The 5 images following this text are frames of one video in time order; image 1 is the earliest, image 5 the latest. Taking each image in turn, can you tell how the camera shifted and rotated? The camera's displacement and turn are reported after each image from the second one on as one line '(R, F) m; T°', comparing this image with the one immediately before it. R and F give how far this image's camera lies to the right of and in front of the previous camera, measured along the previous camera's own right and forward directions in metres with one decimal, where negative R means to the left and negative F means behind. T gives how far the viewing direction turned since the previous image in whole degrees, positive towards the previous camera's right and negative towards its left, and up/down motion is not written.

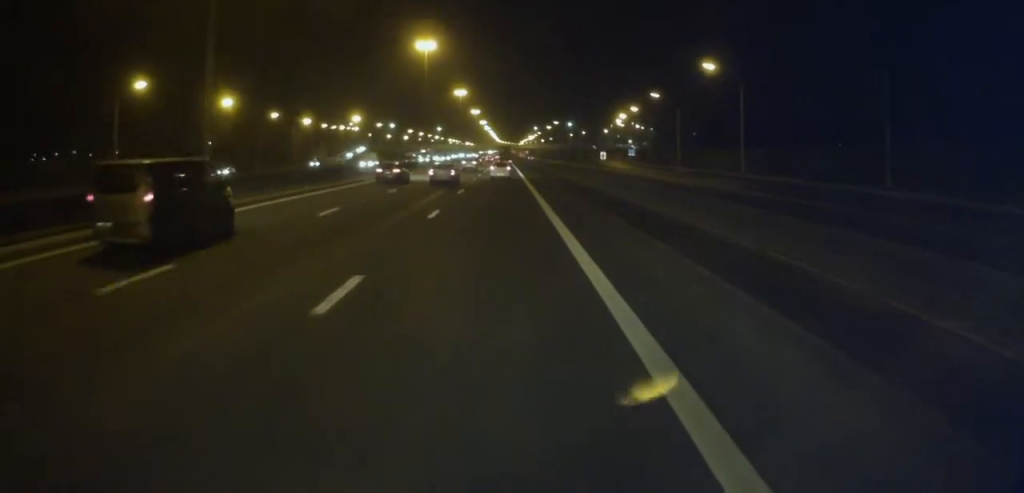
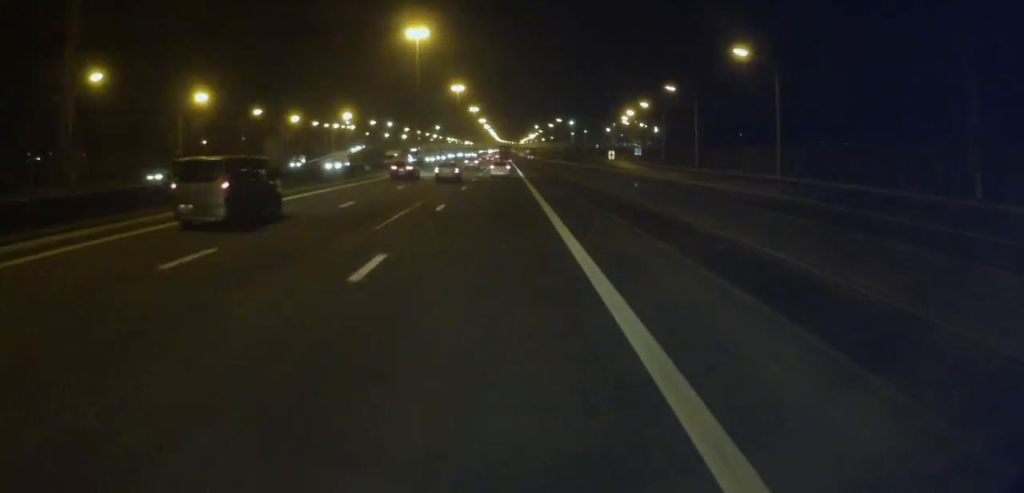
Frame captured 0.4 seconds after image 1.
(0.0, +8.3) m; 0°
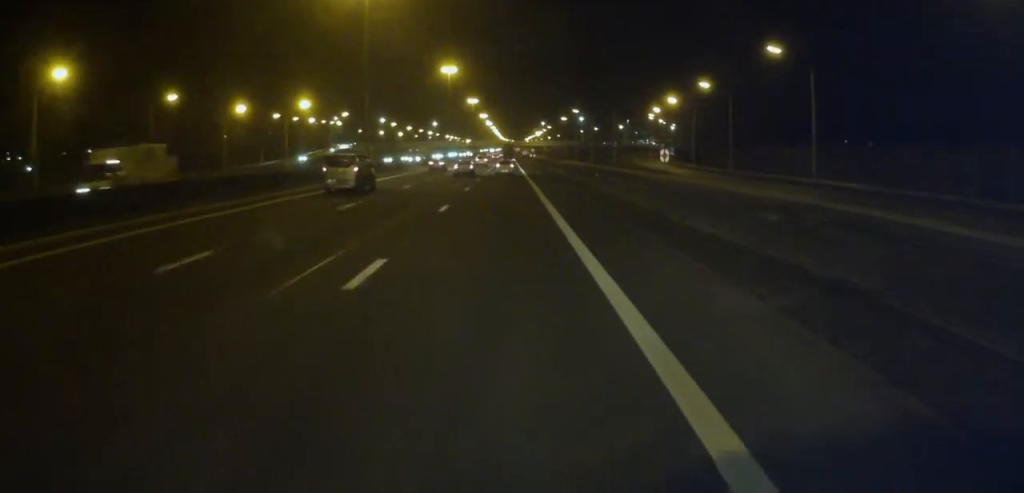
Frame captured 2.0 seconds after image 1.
(0.0, +32.0) m; 0°
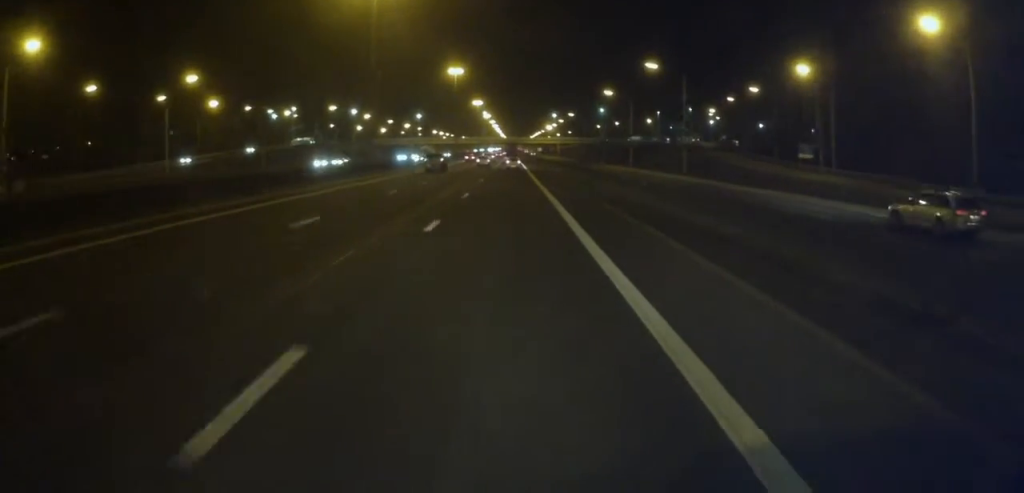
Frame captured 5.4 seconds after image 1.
(-0.1, +75.7) m; 0°
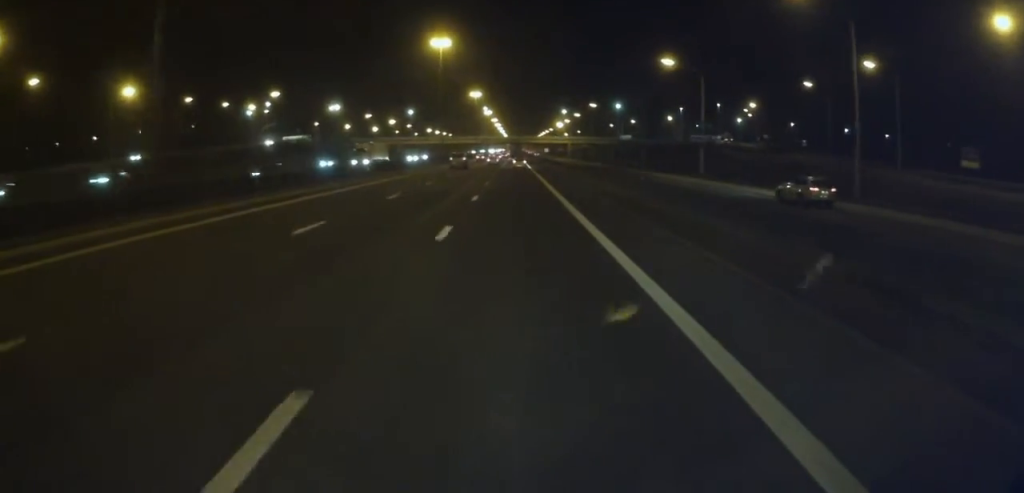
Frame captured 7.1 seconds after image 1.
(0.0, +38.1) m; 0°
